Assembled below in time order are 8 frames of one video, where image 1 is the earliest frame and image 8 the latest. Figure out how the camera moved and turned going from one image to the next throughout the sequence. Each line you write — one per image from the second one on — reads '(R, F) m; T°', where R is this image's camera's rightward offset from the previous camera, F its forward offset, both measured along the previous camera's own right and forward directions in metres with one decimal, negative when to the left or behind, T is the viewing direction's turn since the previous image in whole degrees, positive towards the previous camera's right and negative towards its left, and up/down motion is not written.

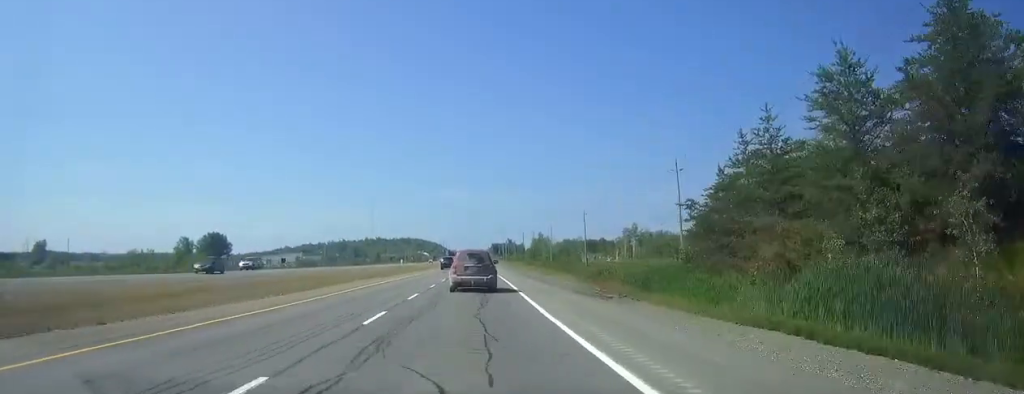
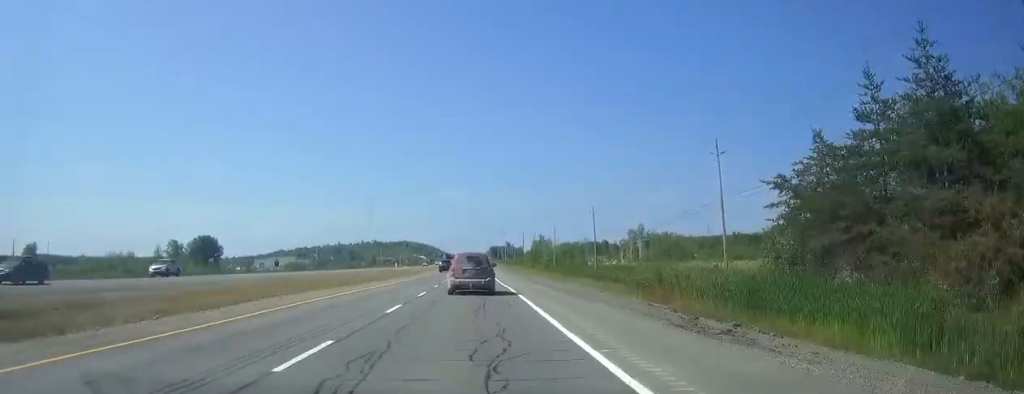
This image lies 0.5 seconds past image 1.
(0.0, +13.9) m; 0°
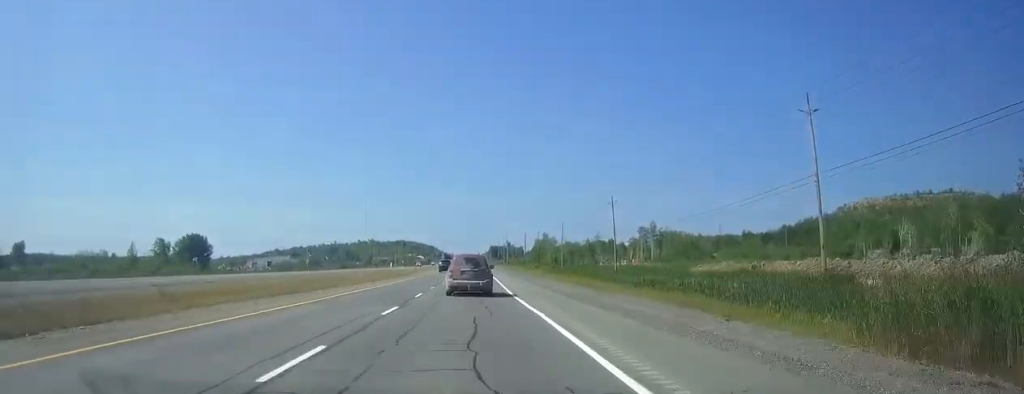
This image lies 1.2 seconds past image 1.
(0.0, +18.4) m; 0°
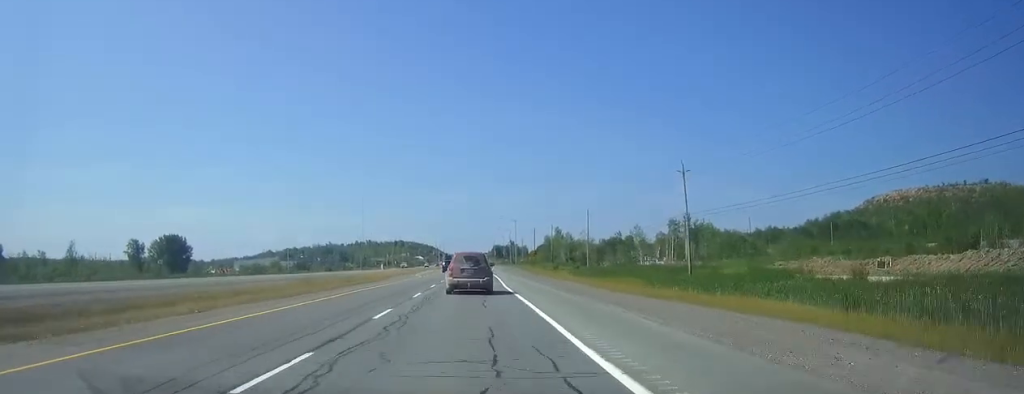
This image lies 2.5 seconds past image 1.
(+0.1, +36.8) m; 0°
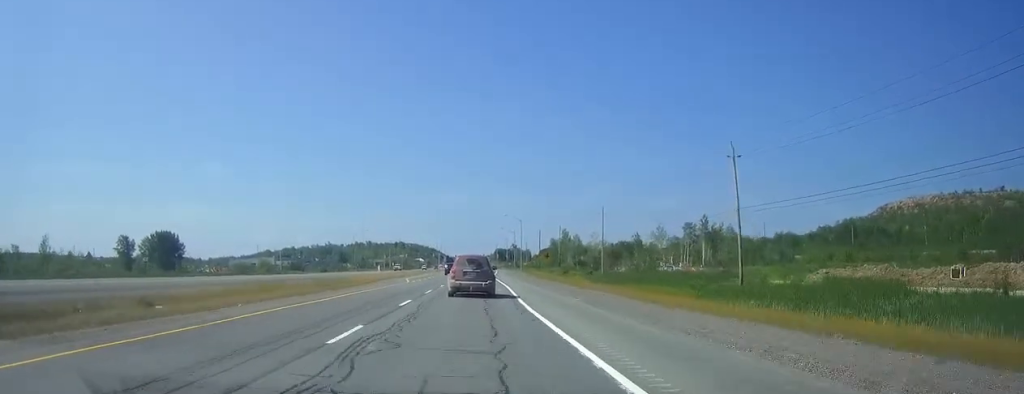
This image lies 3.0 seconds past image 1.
(-0.1, +13.8) m; 0°
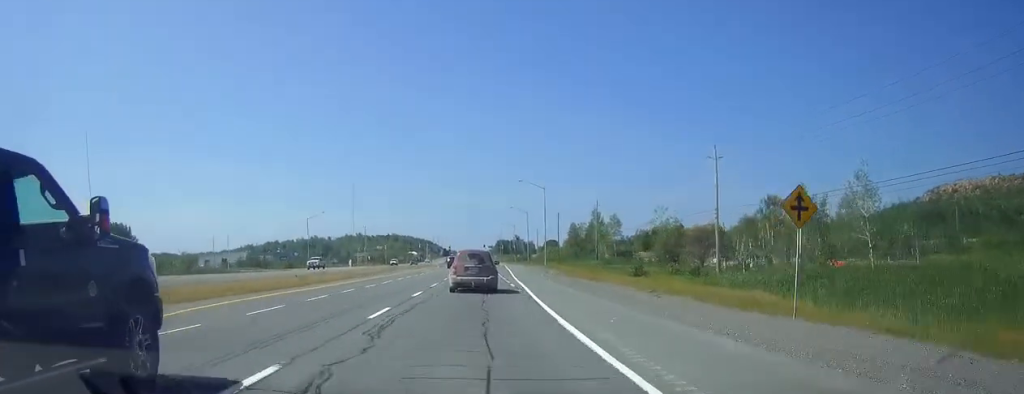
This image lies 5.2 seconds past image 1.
(0.0, +59.4) m; 0°
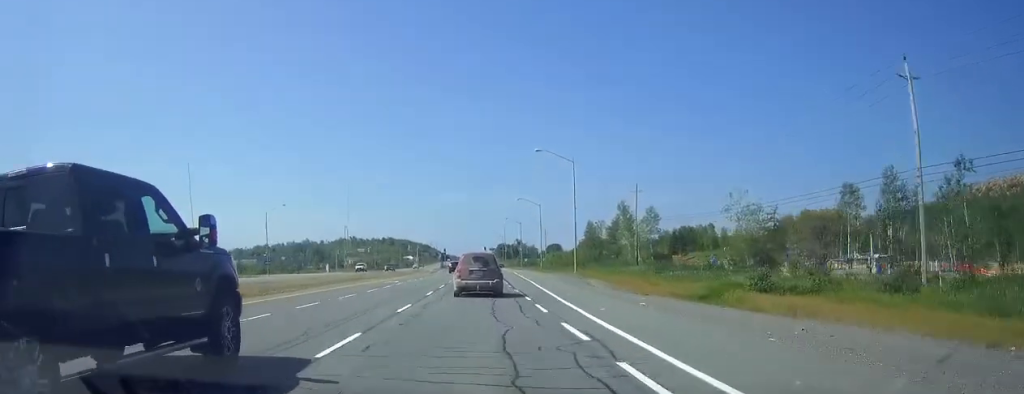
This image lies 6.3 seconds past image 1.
(+0.1, +31.8) m; 0°
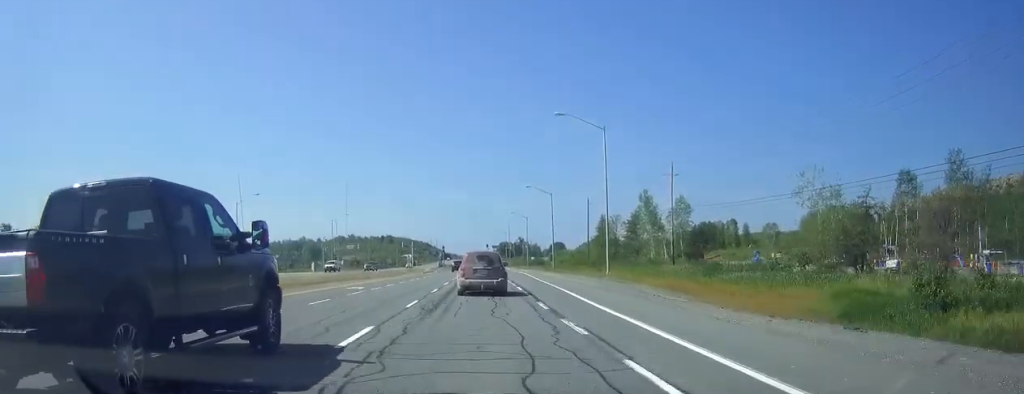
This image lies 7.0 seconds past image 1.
(-0.1, +17.2) m; 0°
